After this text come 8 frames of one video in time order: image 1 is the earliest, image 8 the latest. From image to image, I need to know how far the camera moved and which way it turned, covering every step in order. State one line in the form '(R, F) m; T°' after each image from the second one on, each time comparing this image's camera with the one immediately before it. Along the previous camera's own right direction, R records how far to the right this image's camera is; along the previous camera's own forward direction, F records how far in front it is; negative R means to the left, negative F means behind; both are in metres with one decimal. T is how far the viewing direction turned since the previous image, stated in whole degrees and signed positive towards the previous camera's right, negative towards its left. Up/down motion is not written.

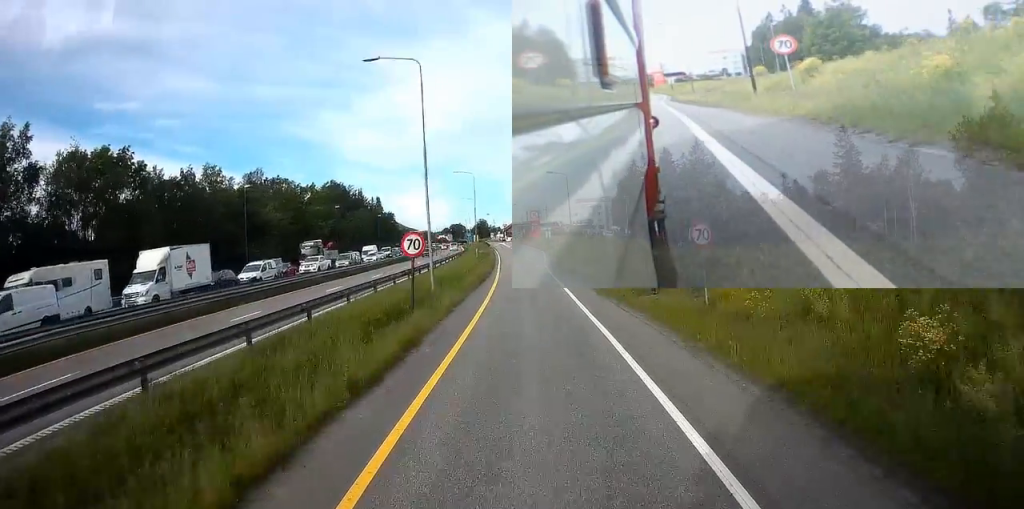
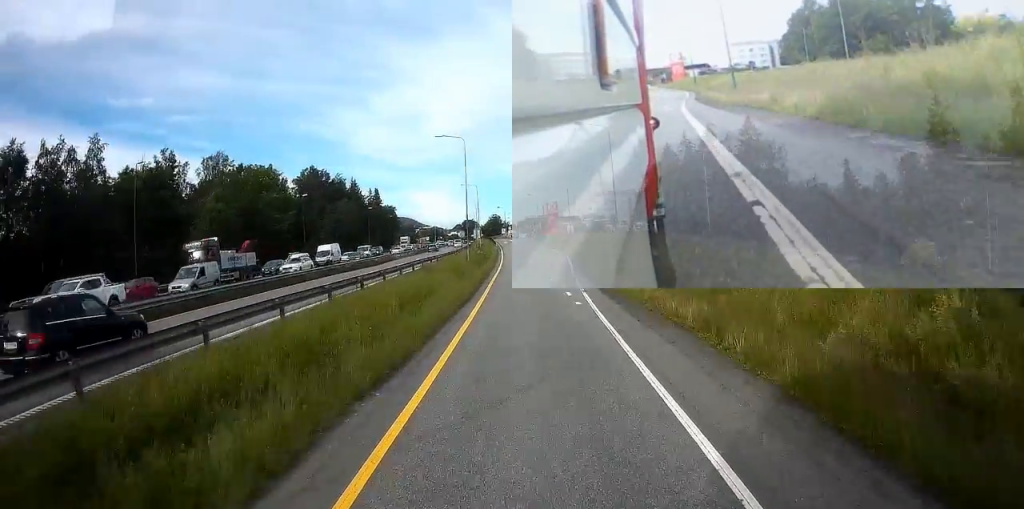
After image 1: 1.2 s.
(-0.4, +24.9) m; -2°
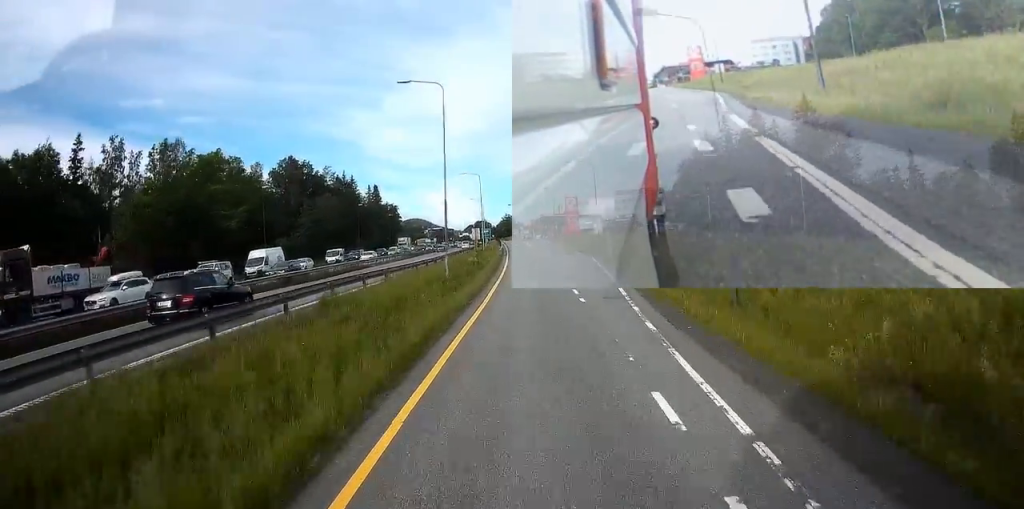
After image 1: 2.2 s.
(-0.2, +19.5) m; -1°
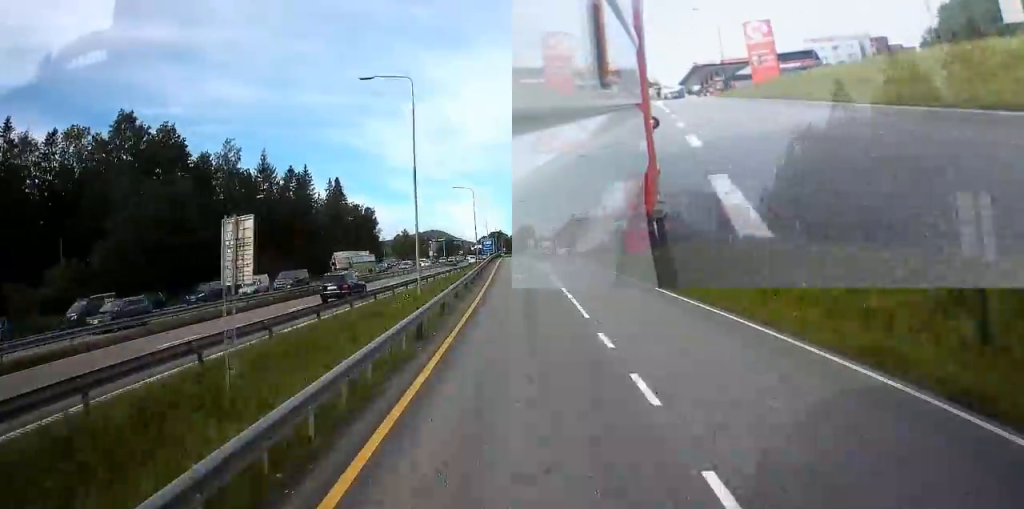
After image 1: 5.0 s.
(-1.6, +55.1) m; -3°
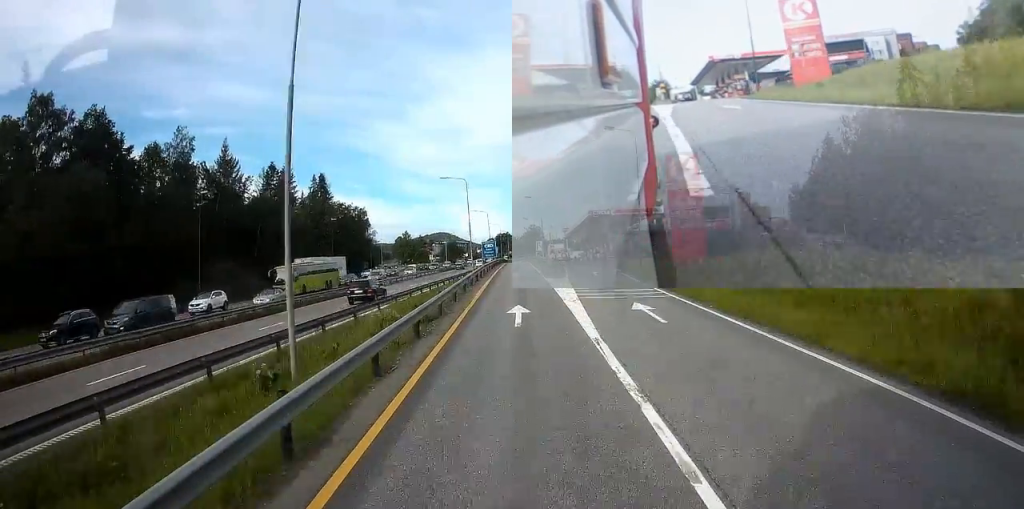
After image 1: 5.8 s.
(0.0, +15.3) m; -1°
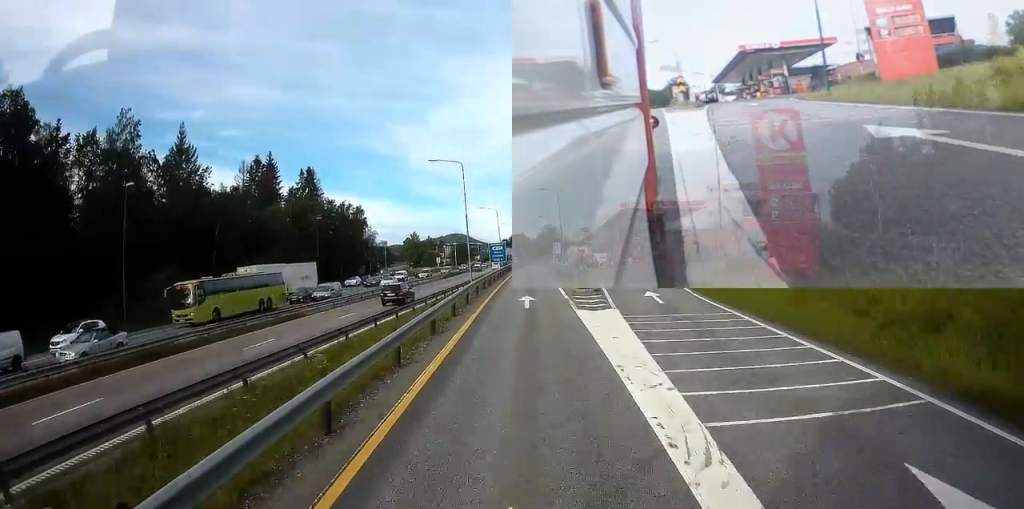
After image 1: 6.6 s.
(-0.2, +14.8) m; -1°
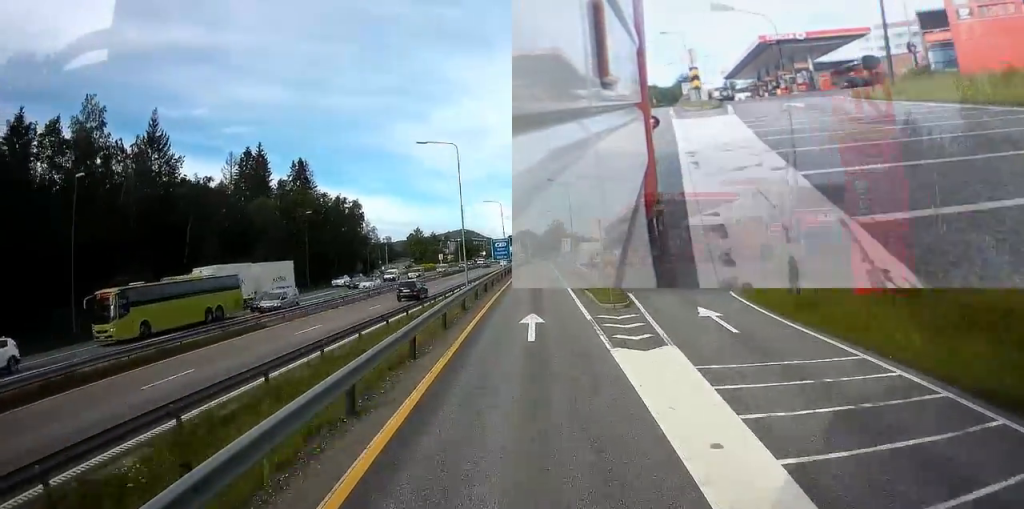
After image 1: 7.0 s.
(0.0, +7.1) m; 0°
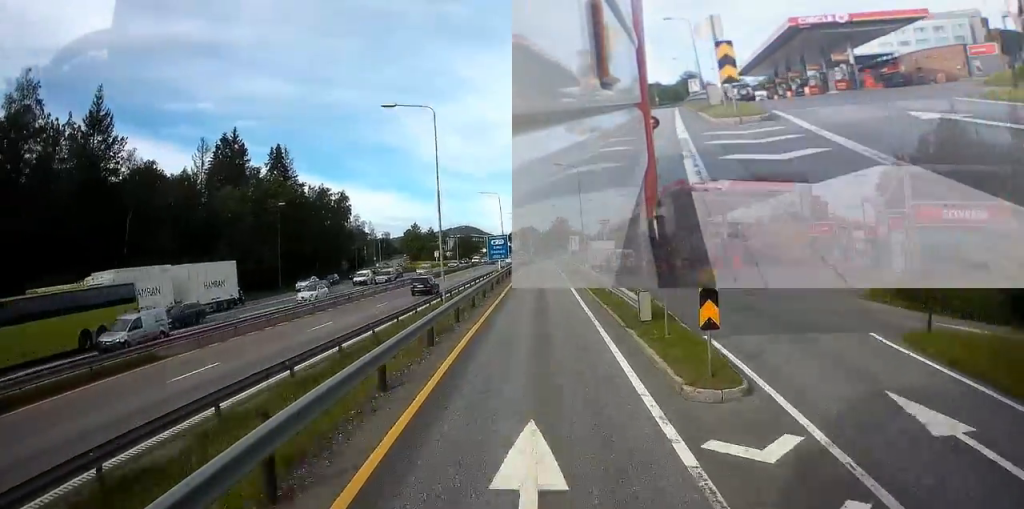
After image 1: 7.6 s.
(0.0, +10.6) m; 0°
